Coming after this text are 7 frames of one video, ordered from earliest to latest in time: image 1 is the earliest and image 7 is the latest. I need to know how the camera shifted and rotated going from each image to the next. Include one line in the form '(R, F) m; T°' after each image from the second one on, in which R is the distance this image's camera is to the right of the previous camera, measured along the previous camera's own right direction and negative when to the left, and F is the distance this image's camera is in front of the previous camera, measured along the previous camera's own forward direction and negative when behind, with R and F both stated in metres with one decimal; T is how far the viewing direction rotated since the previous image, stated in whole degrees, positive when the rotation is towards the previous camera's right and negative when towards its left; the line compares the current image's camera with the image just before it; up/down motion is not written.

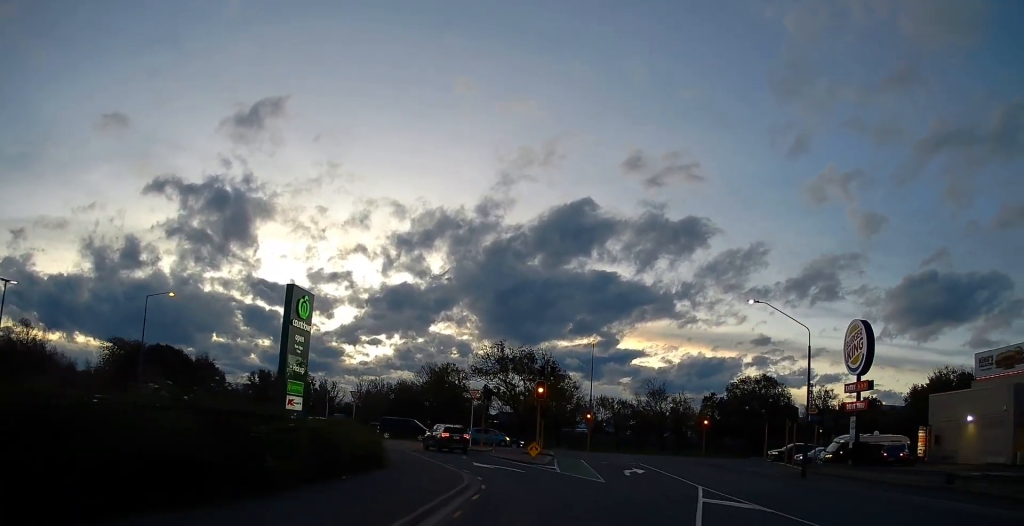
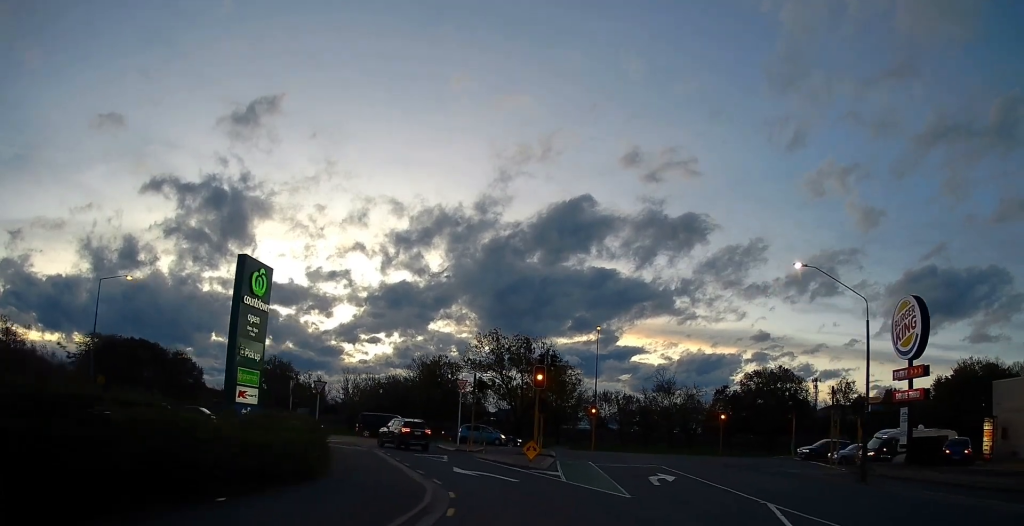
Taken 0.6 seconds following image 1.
(0.0, +6.9) m; 0°
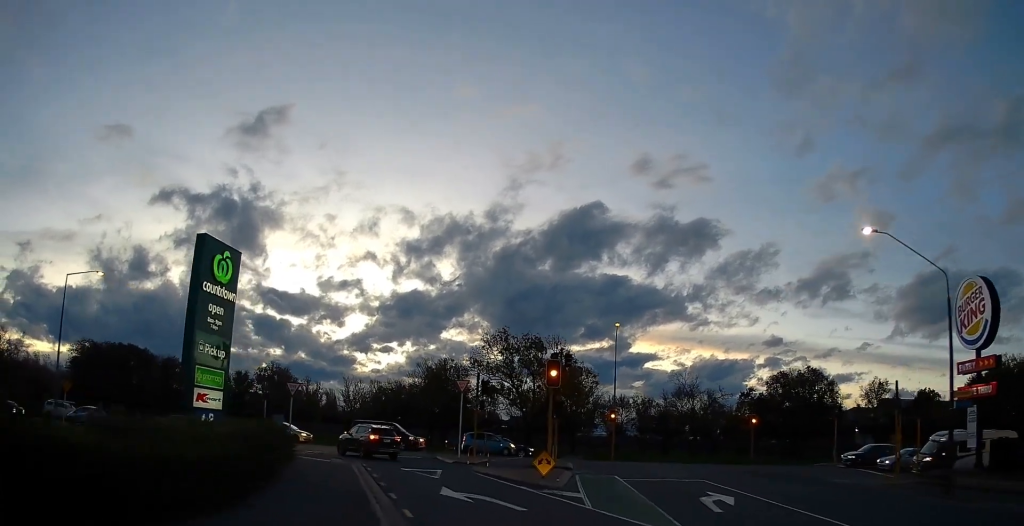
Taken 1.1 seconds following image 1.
(0.0, +5.6) m; -1°
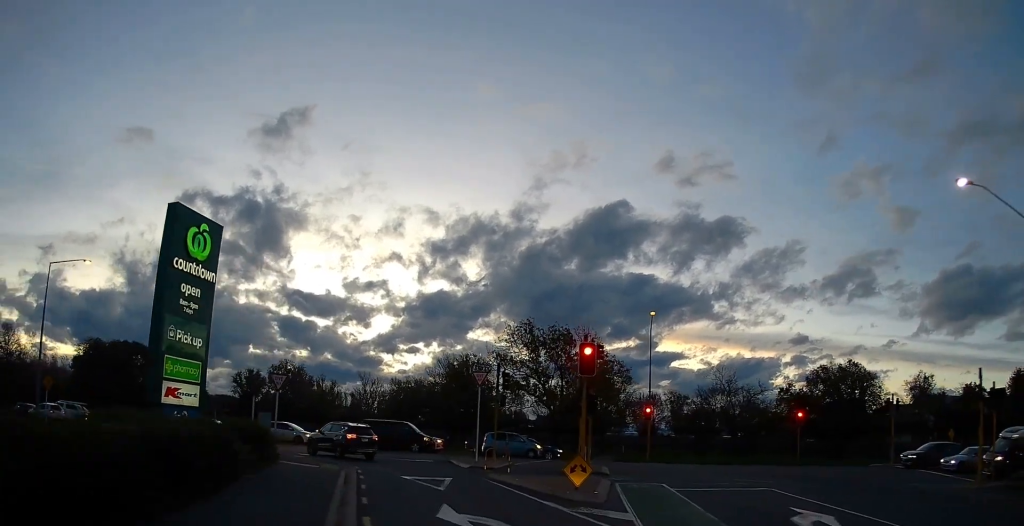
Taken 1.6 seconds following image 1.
(+0.1, +4.7) m; -1°
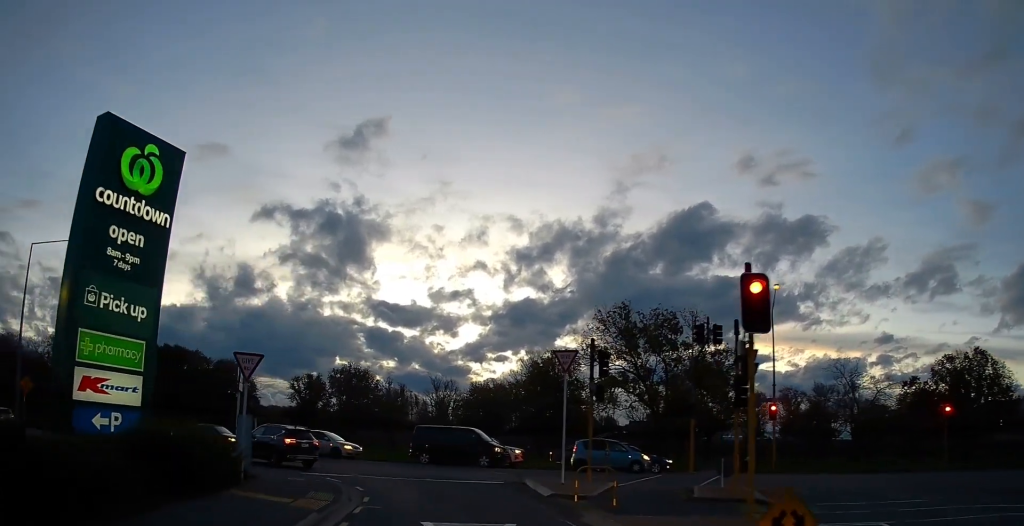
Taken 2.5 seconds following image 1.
(-0.3, +9.8) m; -5°
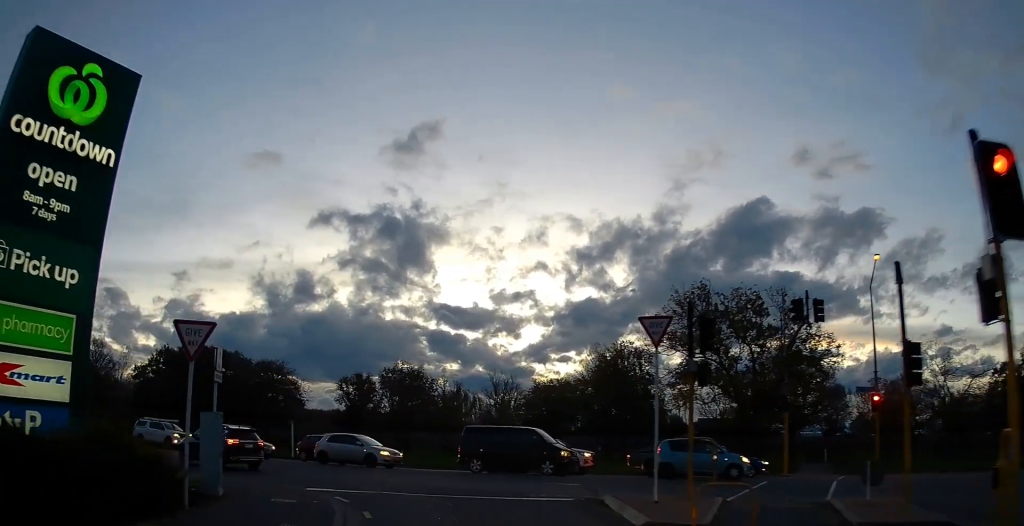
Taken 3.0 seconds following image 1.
(-0.3, +5.7) m; -7°
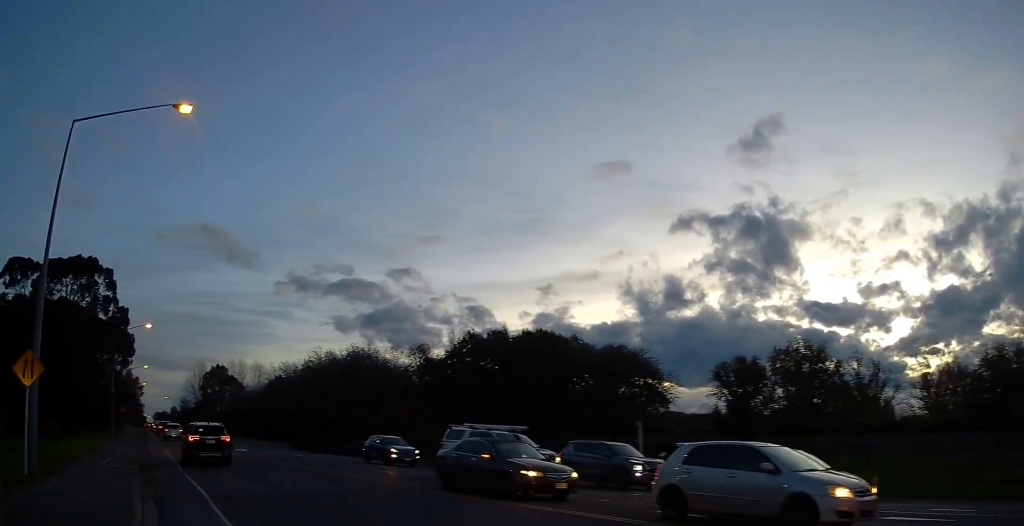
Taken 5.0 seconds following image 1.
(-4.9, +17.9) m; -35°
